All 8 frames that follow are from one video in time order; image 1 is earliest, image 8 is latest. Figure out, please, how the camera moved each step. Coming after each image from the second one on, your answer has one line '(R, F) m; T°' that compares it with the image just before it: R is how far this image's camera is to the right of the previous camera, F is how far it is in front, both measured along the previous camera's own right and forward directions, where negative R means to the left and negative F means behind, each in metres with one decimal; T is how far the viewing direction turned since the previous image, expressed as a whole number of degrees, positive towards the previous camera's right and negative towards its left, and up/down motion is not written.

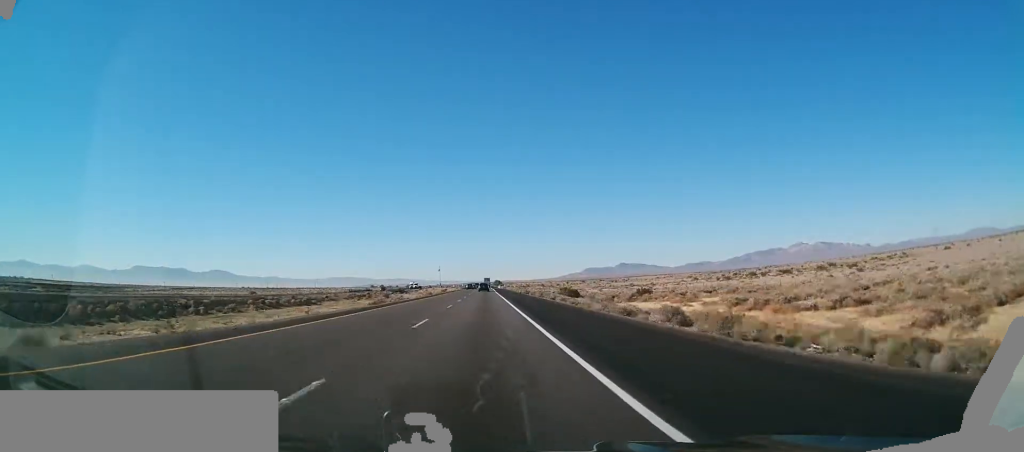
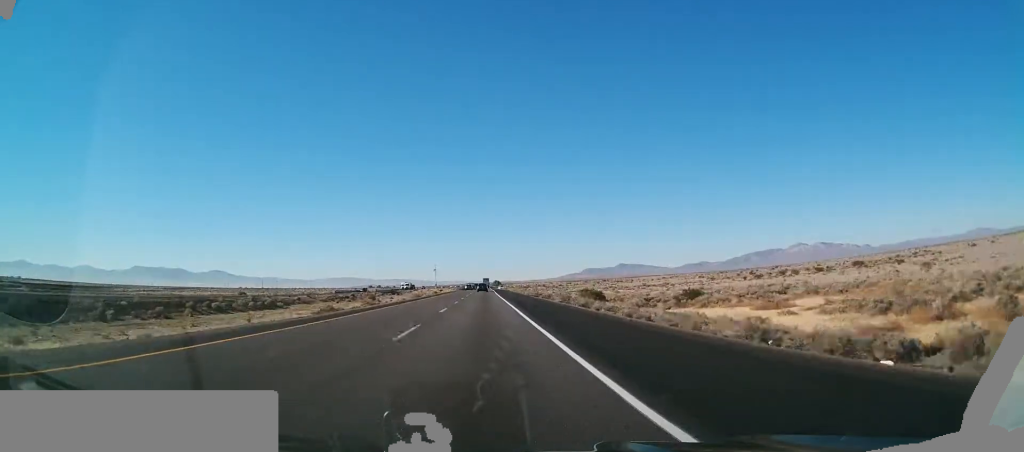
(-0.1, +19.8) m; 0°
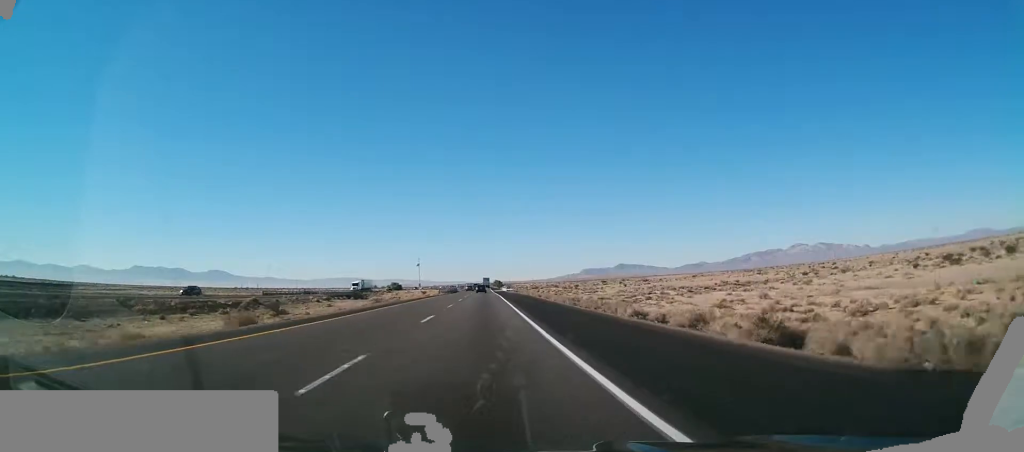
(0.0, +68.0) m; 0°
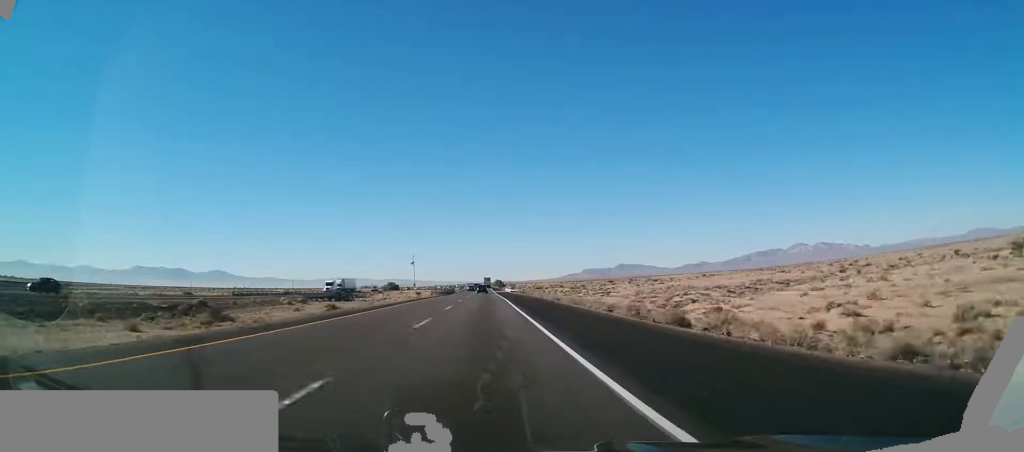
(-0.1, +17.9) m; 0°
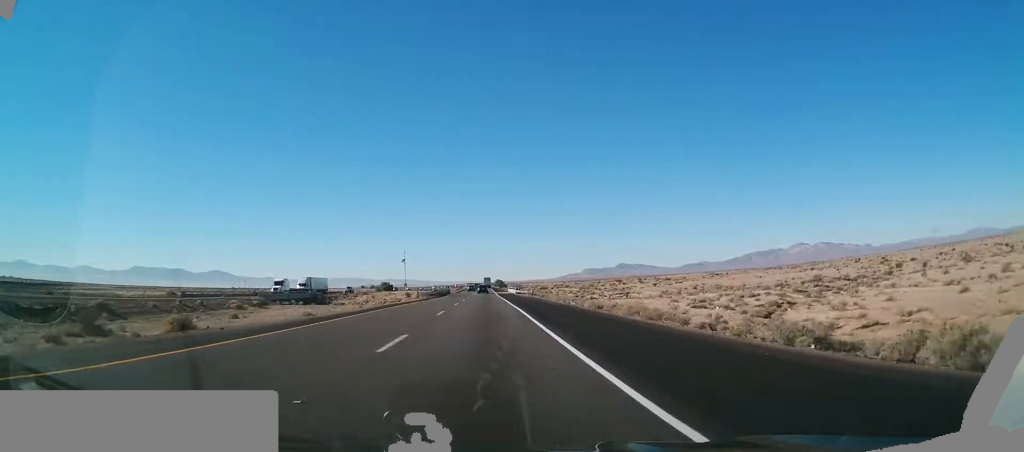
(0.0, +21.5) m; 0°
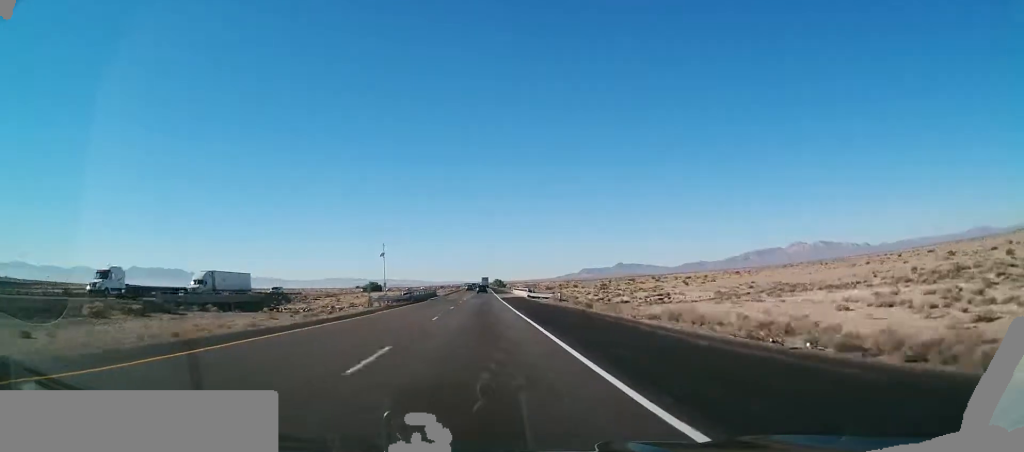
(+0.3, +32.2) m; -1°
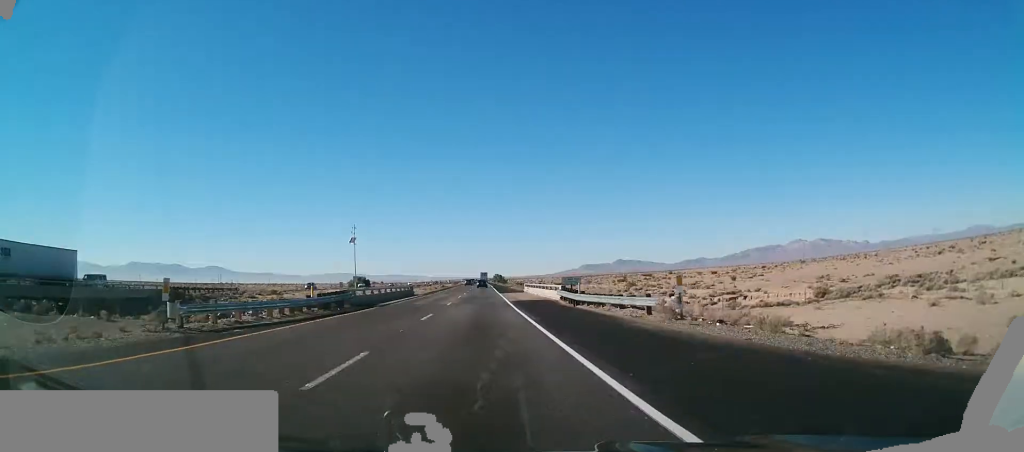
(-0.8, +31.0) m; 0°
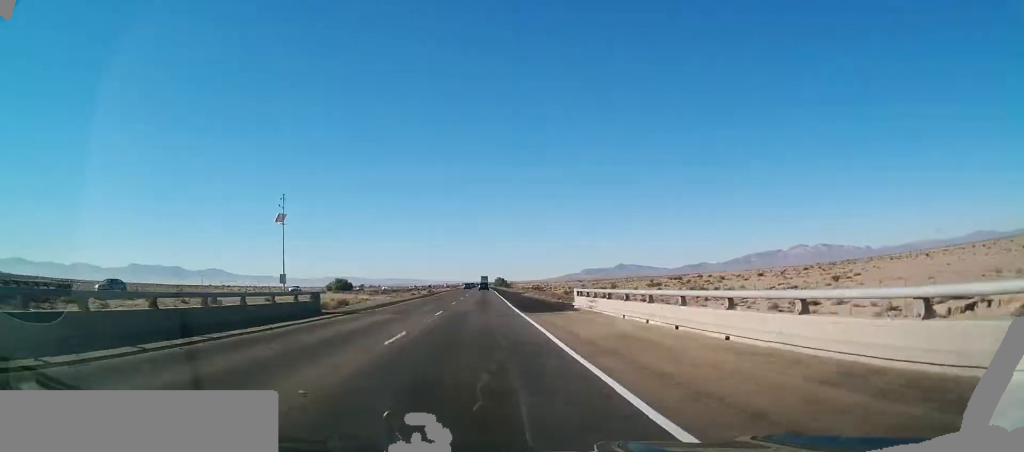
(+0.7, +39.5) m; +1°
